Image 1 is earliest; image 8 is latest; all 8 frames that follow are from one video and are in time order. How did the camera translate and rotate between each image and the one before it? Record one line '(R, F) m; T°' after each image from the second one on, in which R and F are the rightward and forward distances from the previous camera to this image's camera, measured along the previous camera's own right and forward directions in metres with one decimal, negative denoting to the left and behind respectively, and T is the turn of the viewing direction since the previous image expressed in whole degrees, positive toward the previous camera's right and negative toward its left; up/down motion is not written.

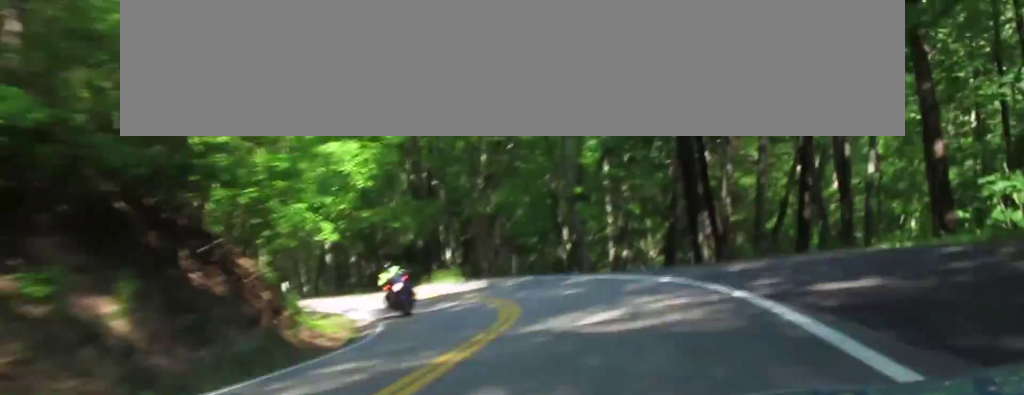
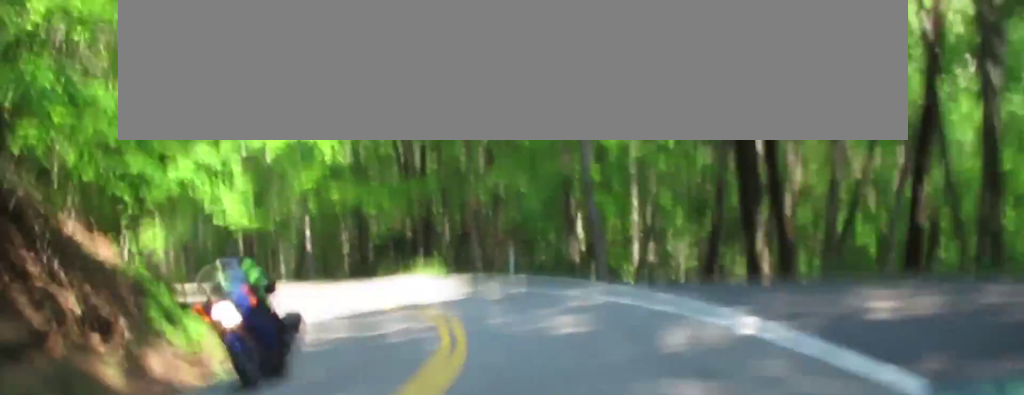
(0.0, +9.5) m; 0°
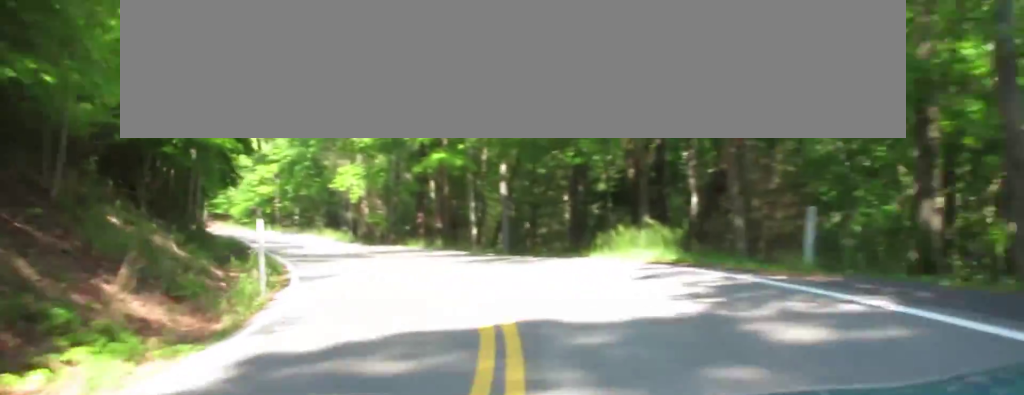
(0.0, +17.8) m; -3°
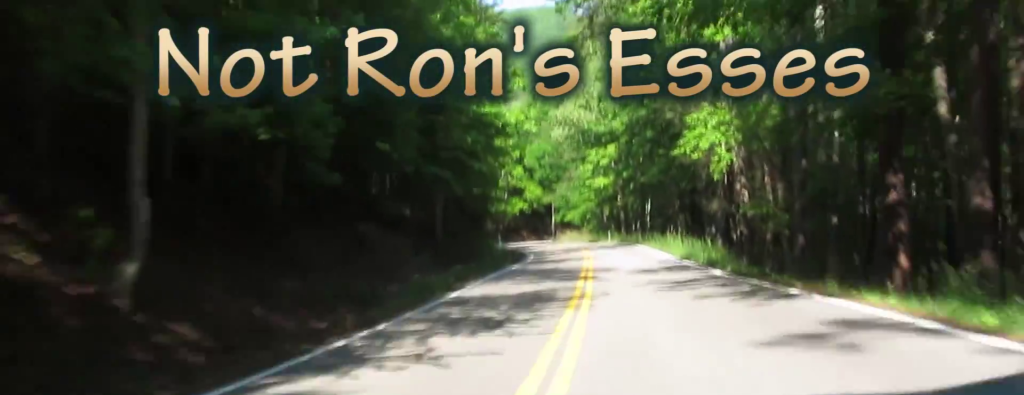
(-4.5, +41.2) m; -12°
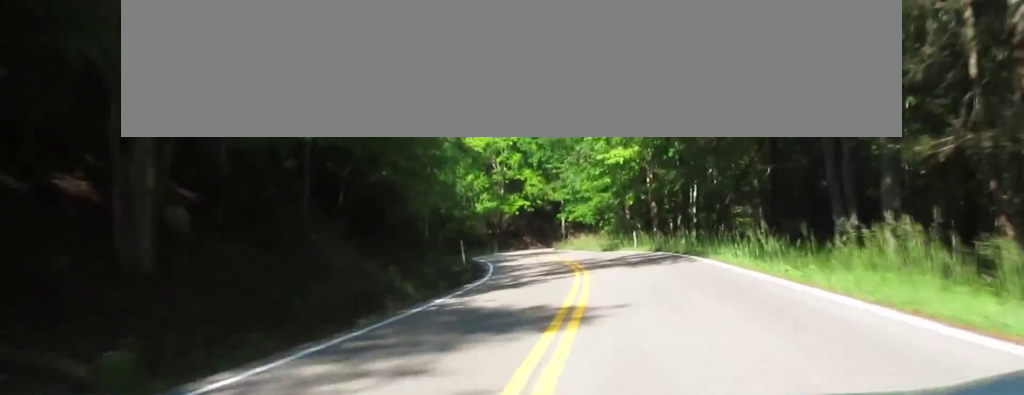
(-1.8, +36.0) m; -5°
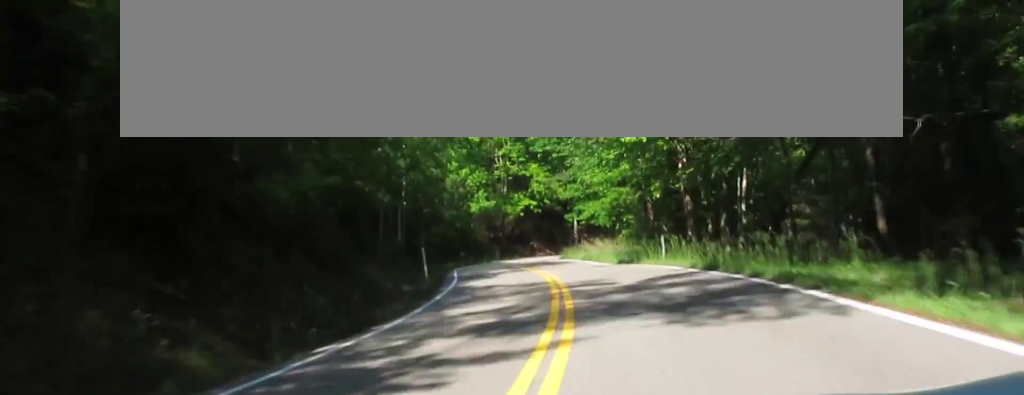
(-0.1, +19.0) m; -3°
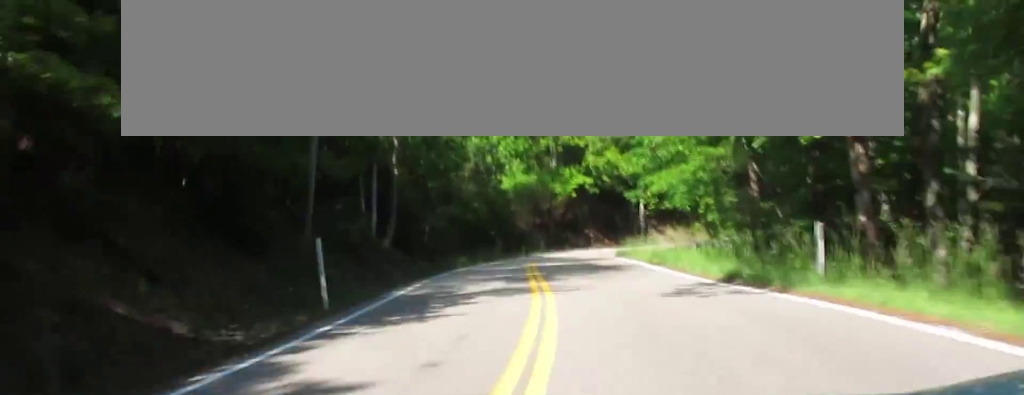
(-1.1, +24.4) m; +5°
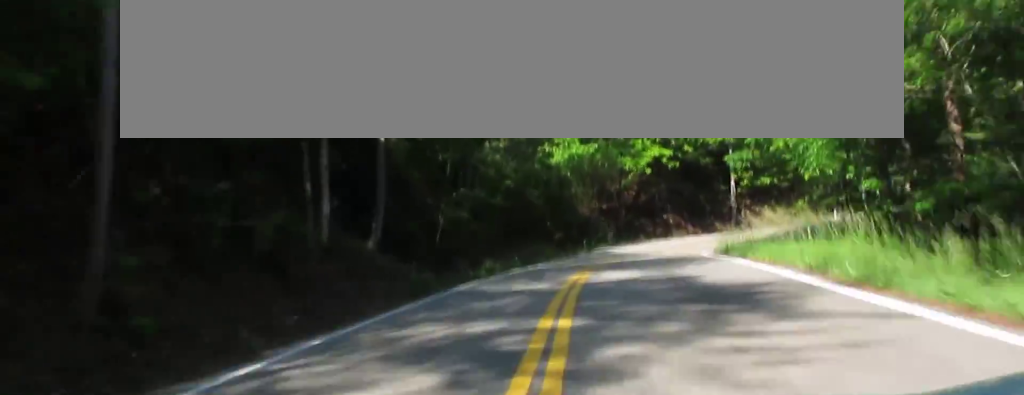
(+2.4, +16.2) m; +11°
